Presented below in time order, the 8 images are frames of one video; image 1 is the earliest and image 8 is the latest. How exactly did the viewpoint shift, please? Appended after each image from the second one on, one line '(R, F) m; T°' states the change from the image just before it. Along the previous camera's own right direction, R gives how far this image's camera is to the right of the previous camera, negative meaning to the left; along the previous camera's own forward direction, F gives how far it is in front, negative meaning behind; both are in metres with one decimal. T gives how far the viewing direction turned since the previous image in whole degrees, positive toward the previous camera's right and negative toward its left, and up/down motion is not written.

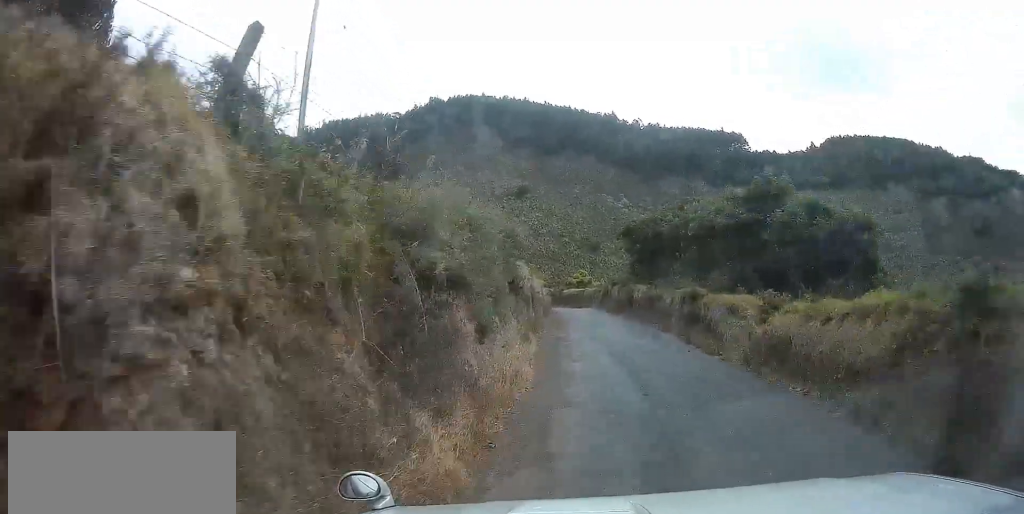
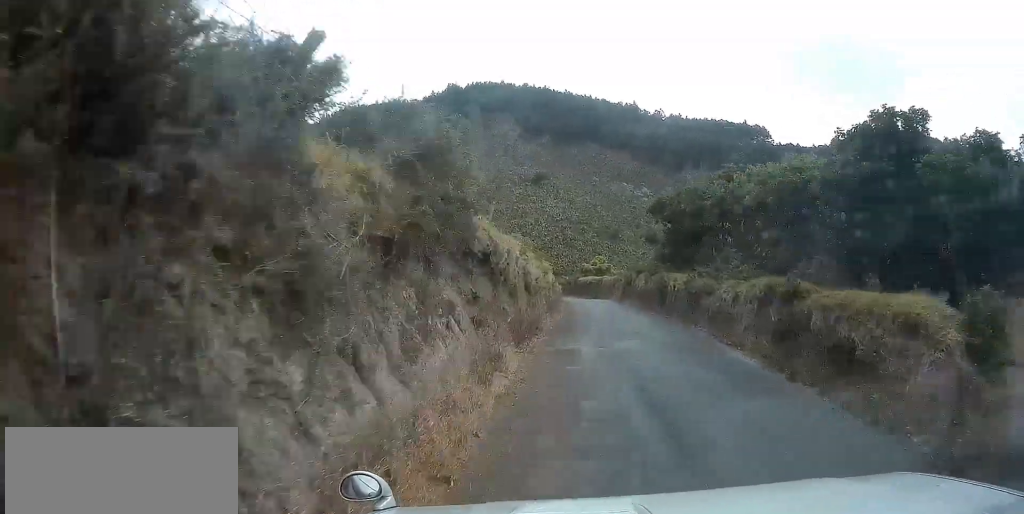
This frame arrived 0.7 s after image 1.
(0.0, +8.5) m; 0°
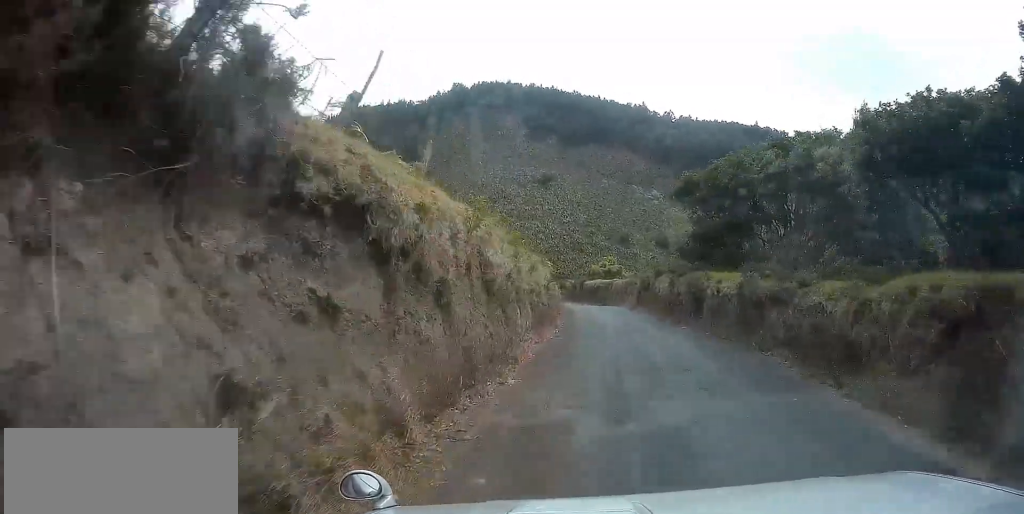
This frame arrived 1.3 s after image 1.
(0.0, +8.1) m; -1°
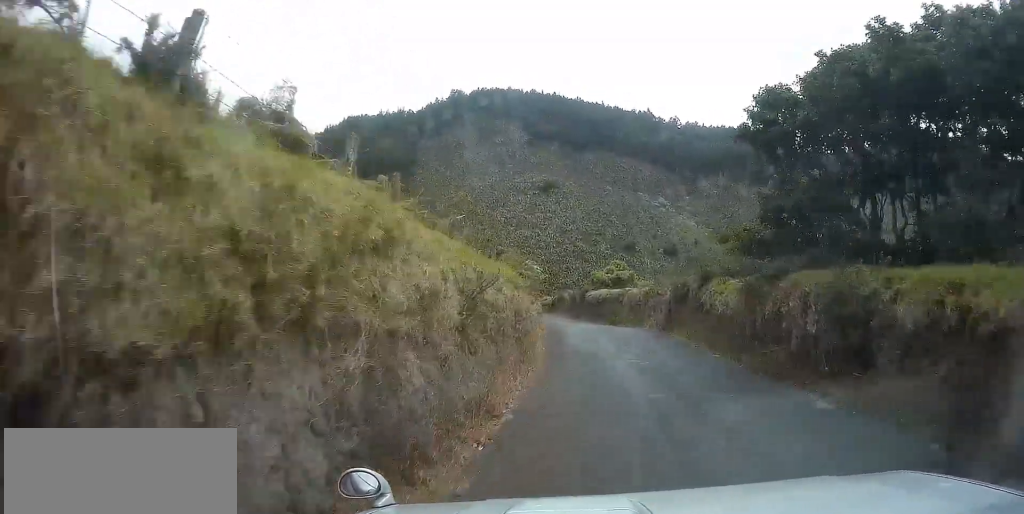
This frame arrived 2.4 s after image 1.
(-0.2, +13.0) m; -2°
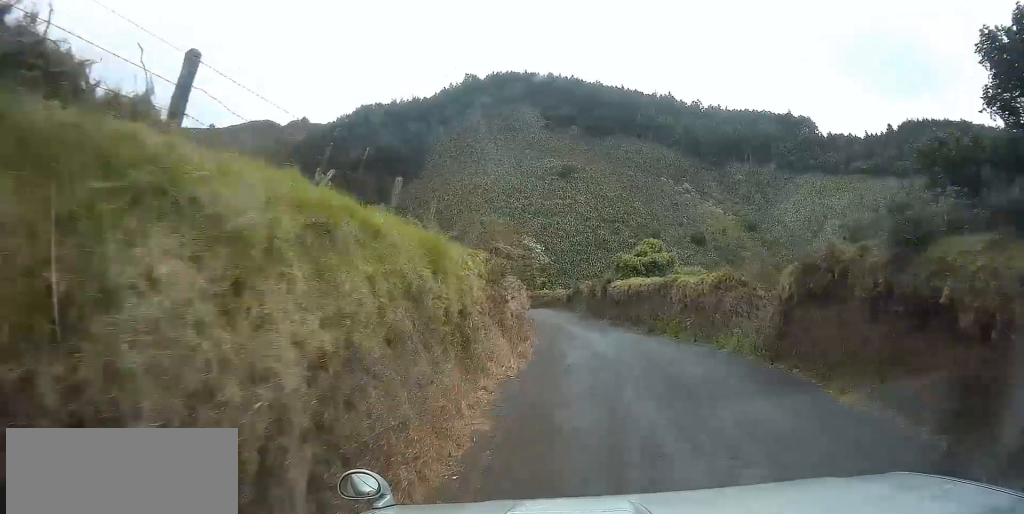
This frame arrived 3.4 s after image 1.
(-0.3, +12.4) m; -1°
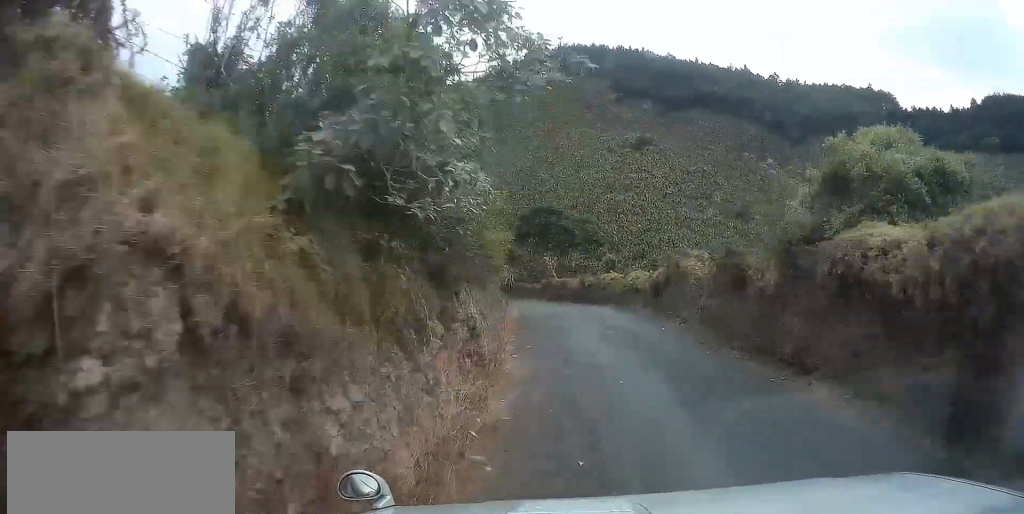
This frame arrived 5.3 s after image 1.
(-0.8, +22.6) m; -7°
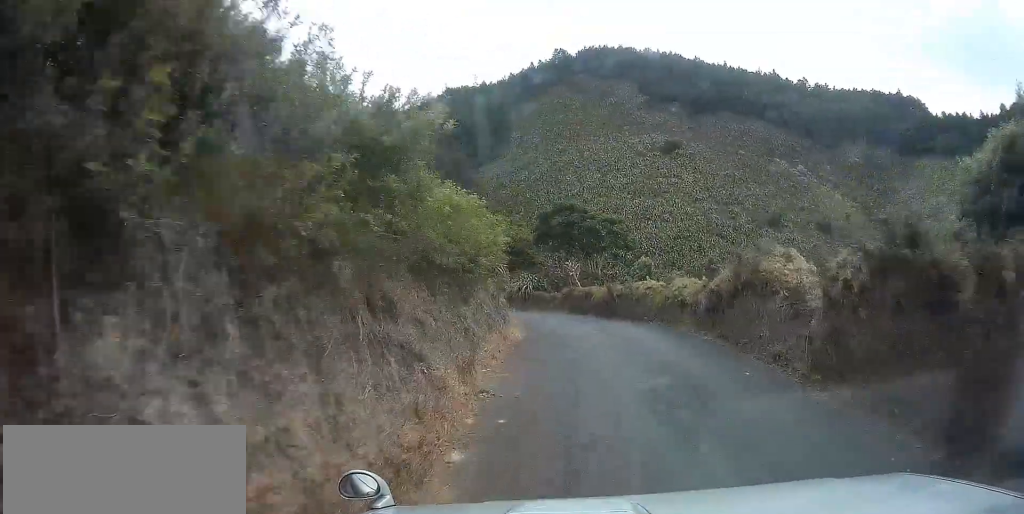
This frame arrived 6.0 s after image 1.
(-0.4, +6.8) m; -3°
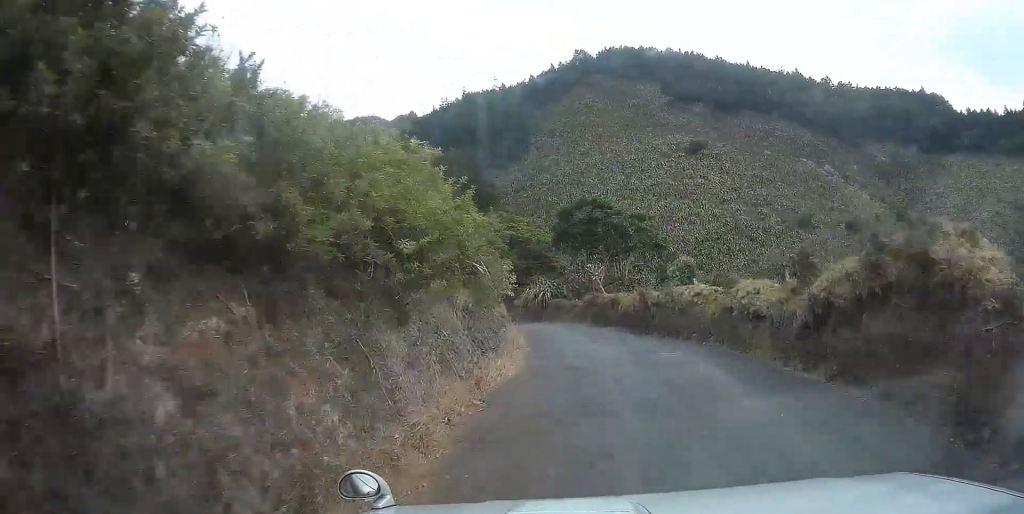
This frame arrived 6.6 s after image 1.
(-0.1, +6.3) m; -2°
